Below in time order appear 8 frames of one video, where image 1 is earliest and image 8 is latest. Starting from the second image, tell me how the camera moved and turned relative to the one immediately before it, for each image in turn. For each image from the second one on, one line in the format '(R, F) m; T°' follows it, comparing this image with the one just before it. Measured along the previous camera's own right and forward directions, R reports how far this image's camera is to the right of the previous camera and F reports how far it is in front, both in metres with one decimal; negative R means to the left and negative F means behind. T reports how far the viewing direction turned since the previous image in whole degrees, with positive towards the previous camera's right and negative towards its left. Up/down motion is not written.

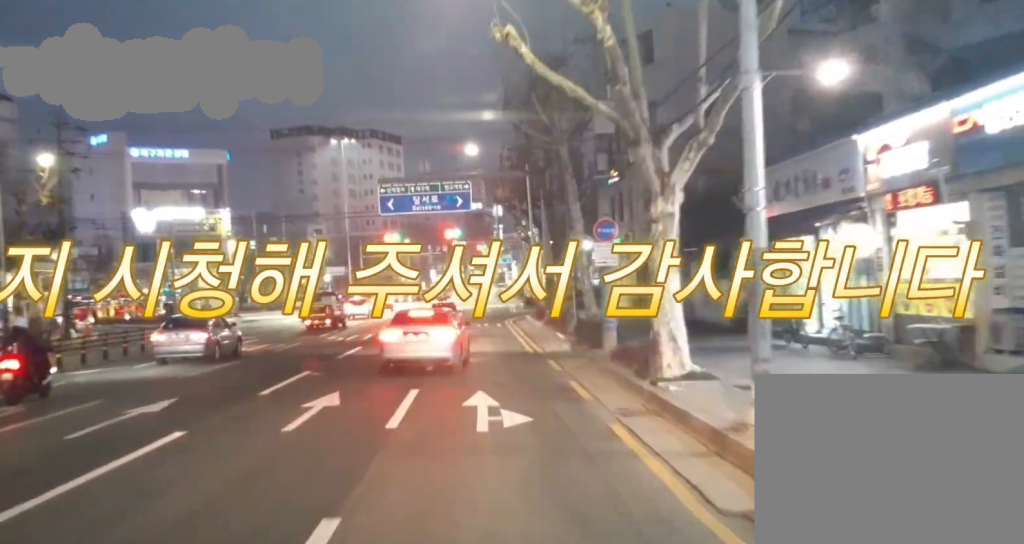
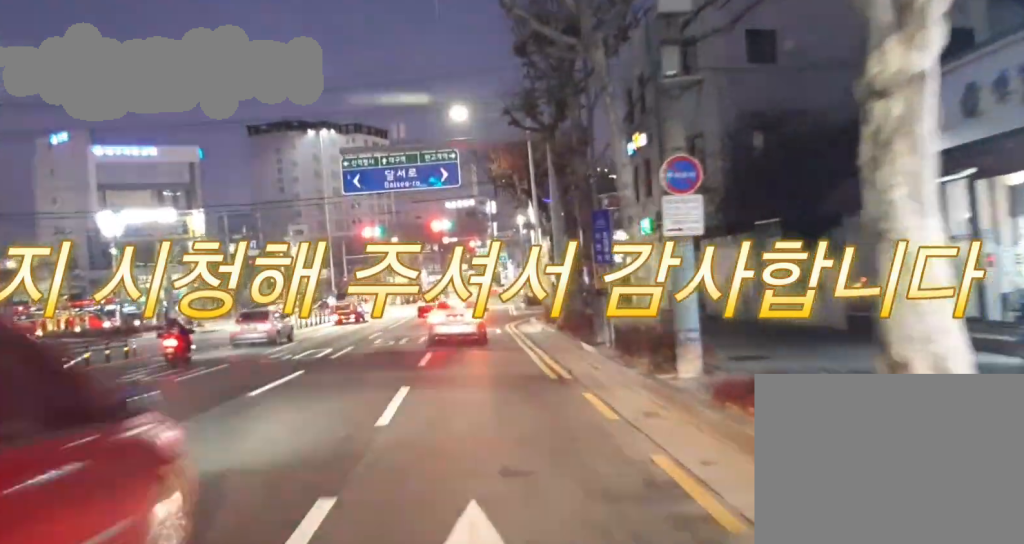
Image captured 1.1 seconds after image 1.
(-0.8, +10.2) m; -9°
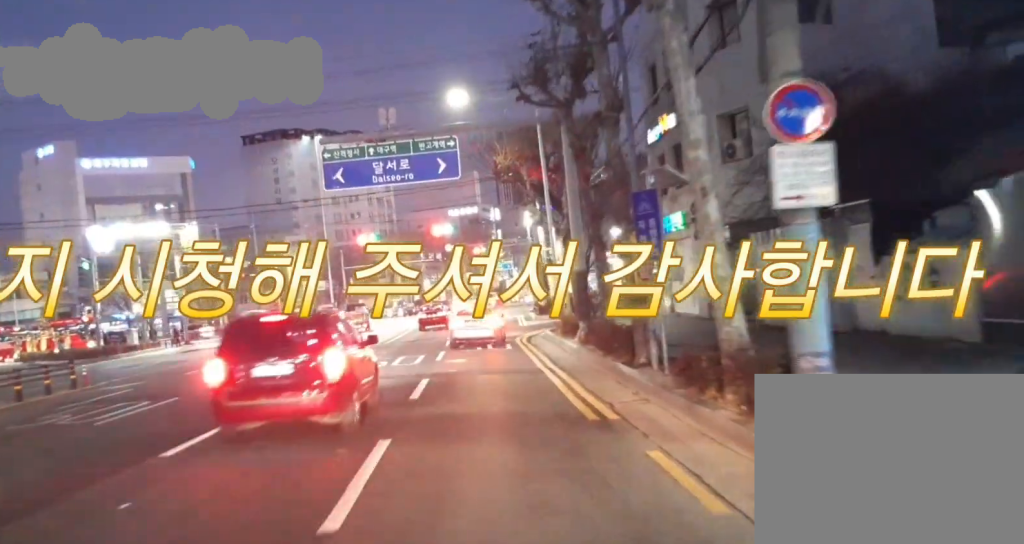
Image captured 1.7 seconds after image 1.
(-0.3, +5.7) m; -3°
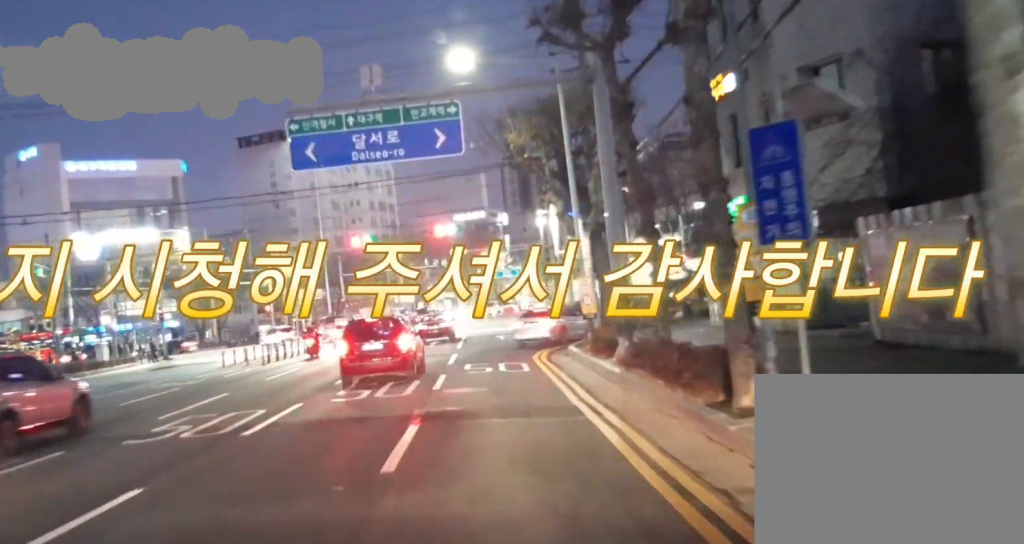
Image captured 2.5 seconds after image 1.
(-0.1, +7.7) m; 0°
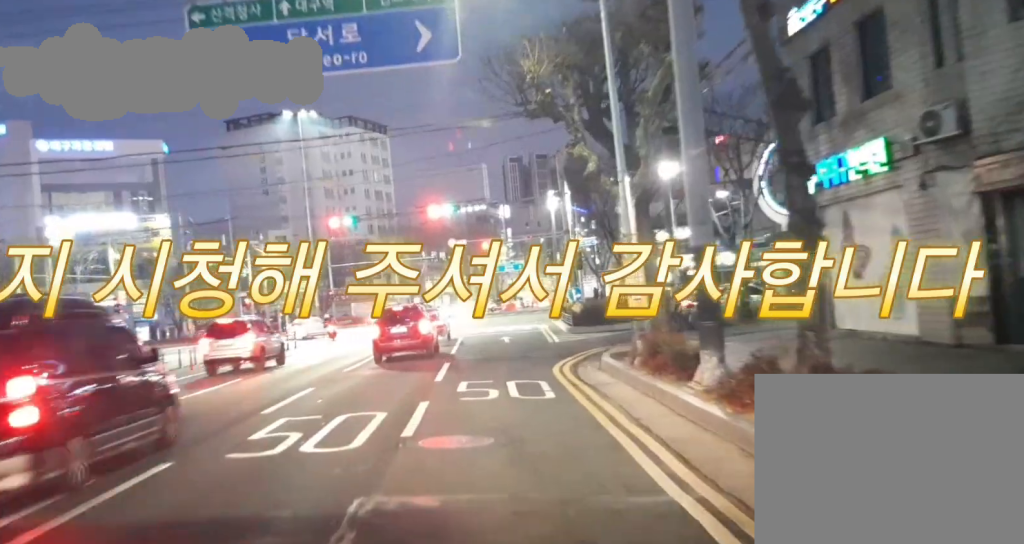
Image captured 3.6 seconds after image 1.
(+0.1, +9.8) m; +1°
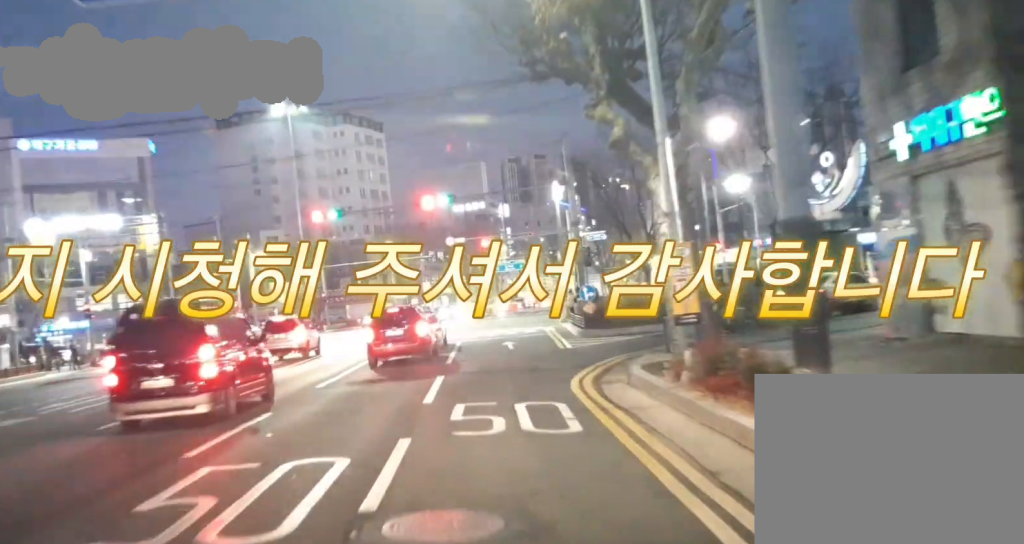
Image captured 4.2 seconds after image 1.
(0.0, +4.6) m; 0°
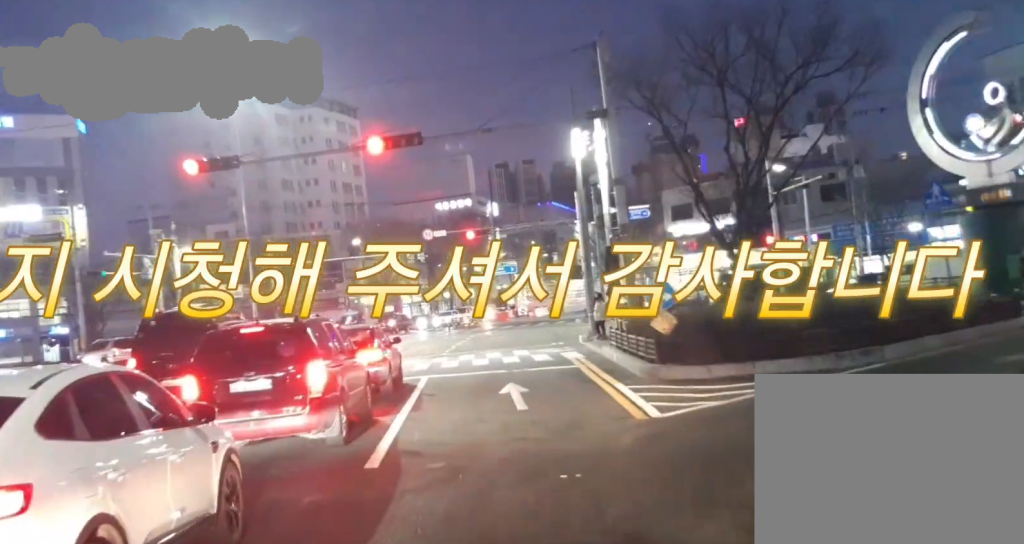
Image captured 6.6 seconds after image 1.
(+0.3, +16.4) m; +11°
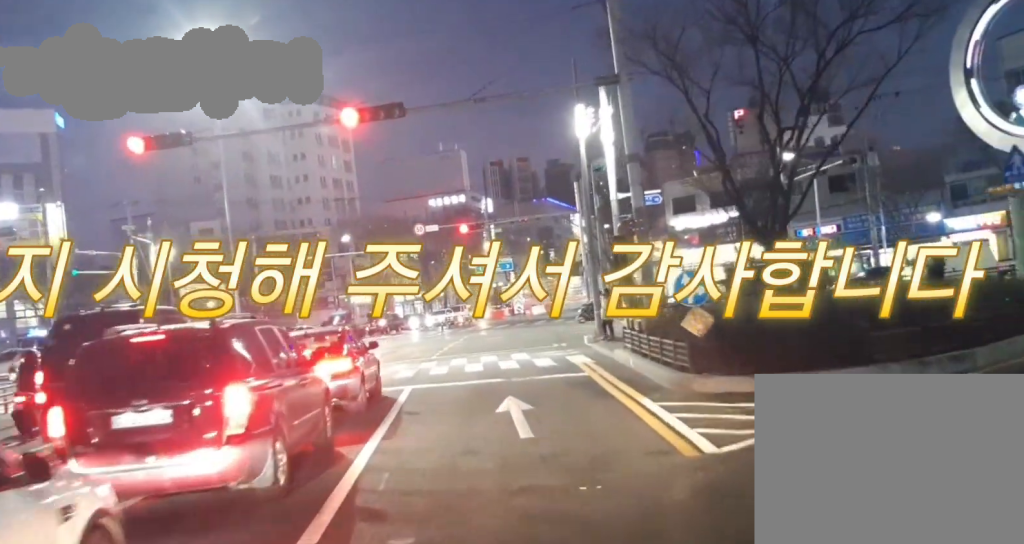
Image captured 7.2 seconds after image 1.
(+0.4, +3.2) m; +6°
